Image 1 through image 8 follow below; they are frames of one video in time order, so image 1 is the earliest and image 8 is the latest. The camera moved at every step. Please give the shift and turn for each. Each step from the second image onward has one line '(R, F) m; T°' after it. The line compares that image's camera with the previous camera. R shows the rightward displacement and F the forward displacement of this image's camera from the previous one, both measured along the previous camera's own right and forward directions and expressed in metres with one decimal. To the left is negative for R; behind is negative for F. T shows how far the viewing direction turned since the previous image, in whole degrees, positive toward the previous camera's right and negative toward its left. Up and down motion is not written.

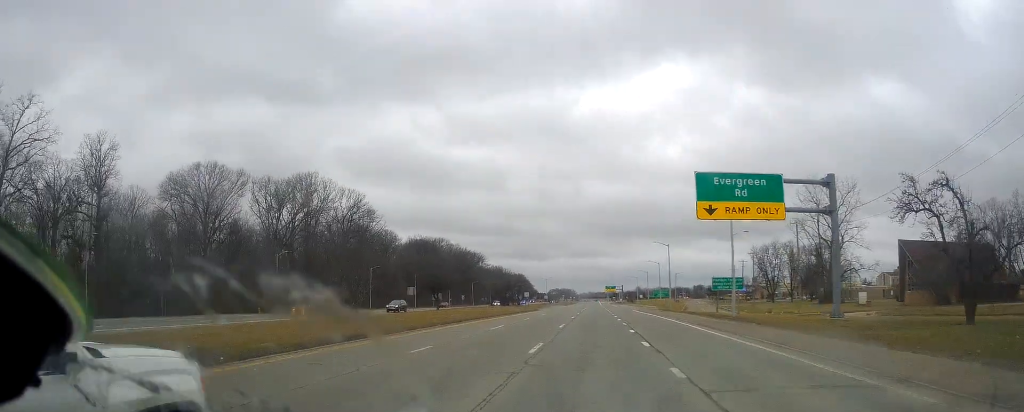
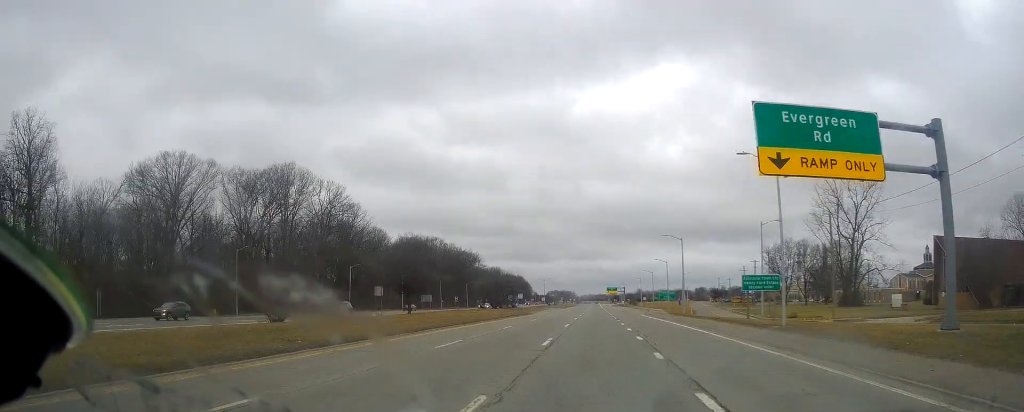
(+0.1, +11.0) m; 0°
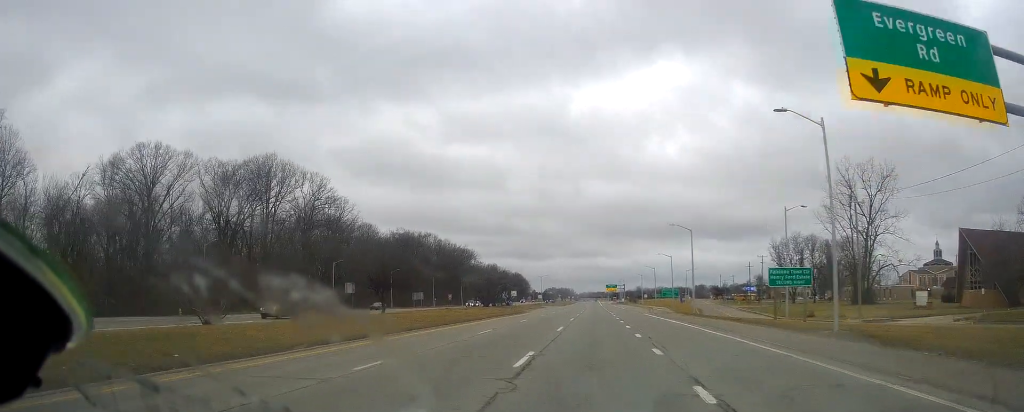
(-0.2, +7.2) m; 0°
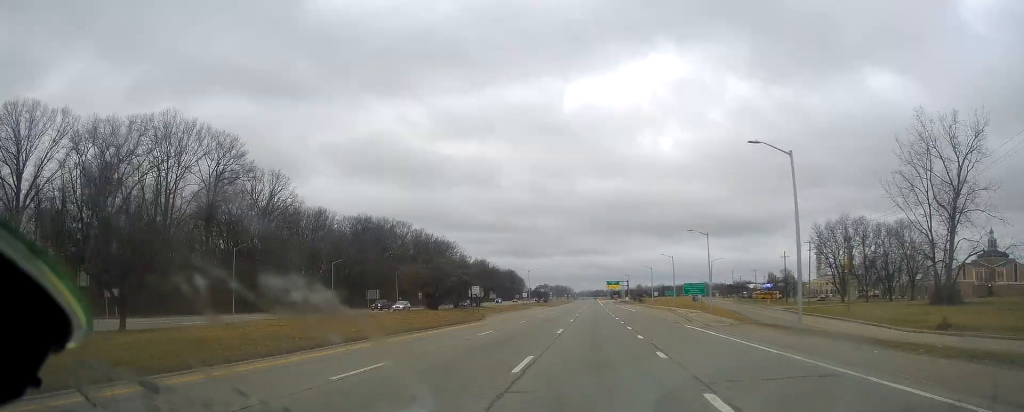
(+0.2, +31.6) m; 0°
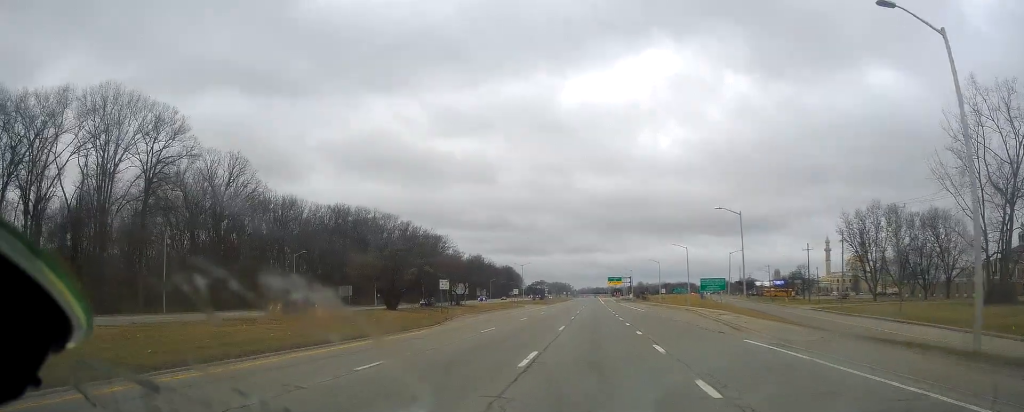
(-0.3, +14.9) m; -1°
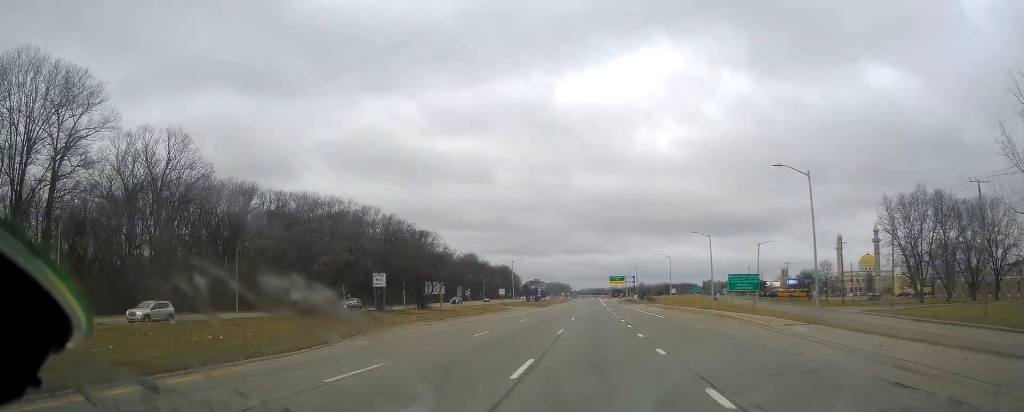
(-0.1, +16.9) m; +1°
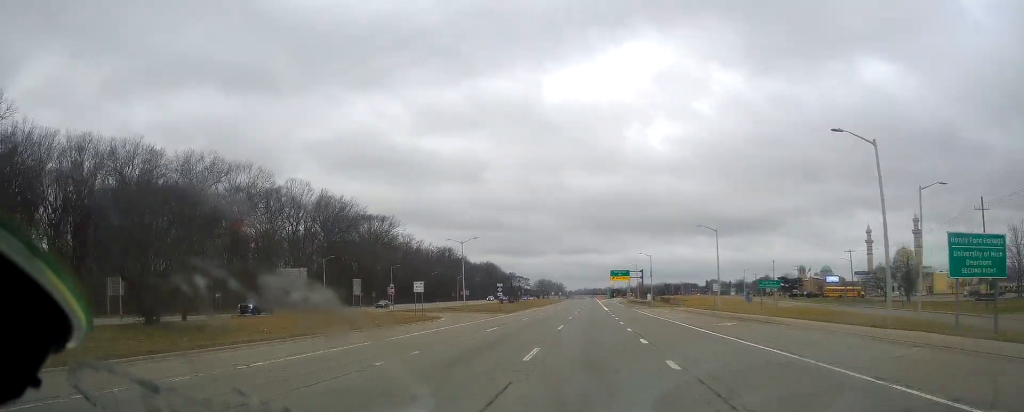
(+1.3, +42.9) m; +2°
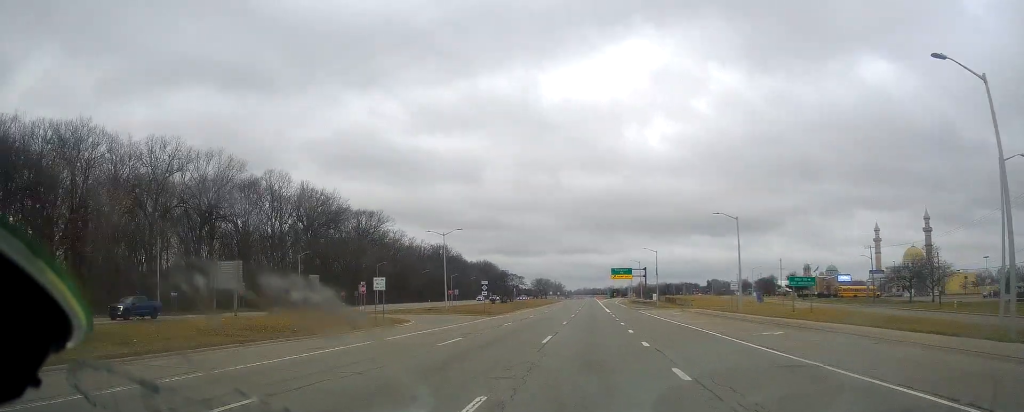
(0.0, +9.4) m; -1°
